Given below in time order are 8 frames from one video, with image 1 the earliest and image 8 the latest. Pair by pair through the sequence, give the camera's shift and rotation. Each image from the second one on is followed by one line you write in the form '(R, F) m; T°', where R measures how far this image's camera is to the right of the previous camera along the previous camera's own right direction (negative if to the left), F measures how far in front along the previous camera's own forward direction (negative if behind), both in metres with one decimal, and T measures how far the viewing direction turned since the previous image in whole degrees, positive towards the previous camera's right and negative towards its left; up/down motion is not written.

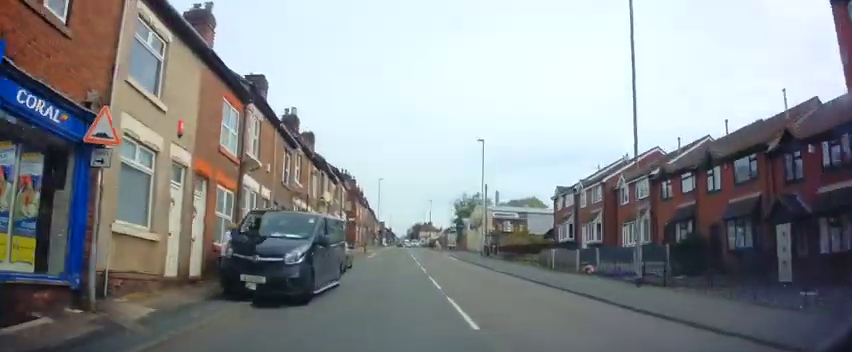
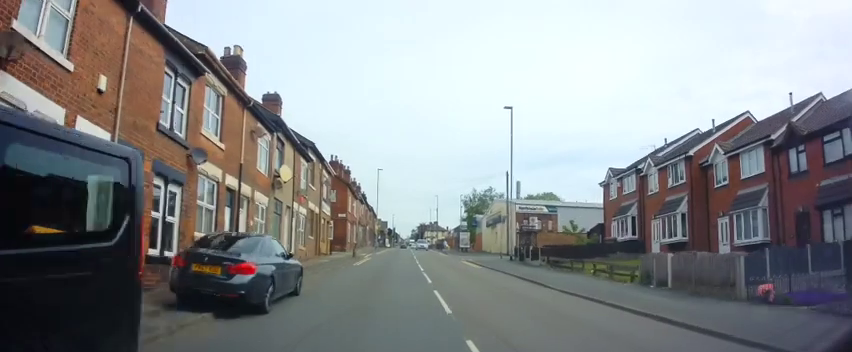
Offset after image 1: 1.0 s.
(0.0, +11.0) m; -1°
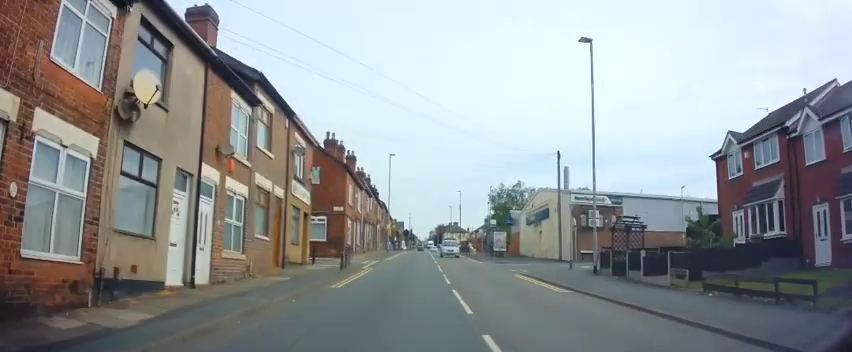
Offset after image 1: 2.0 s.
(-0.3, +12.1) m; -2°
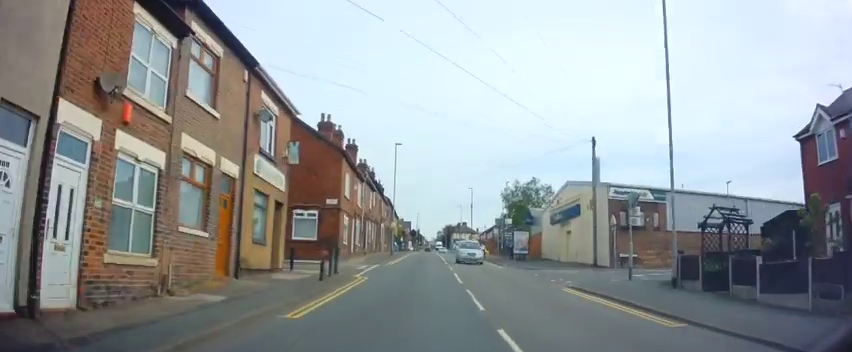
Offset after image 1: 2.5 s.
(-0.1, +5.7) m; -1°
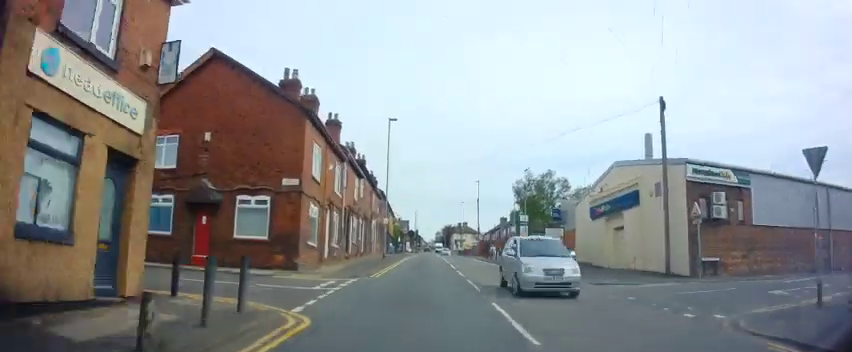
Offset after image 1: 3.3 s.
(0.0, +9.5) m; +1°
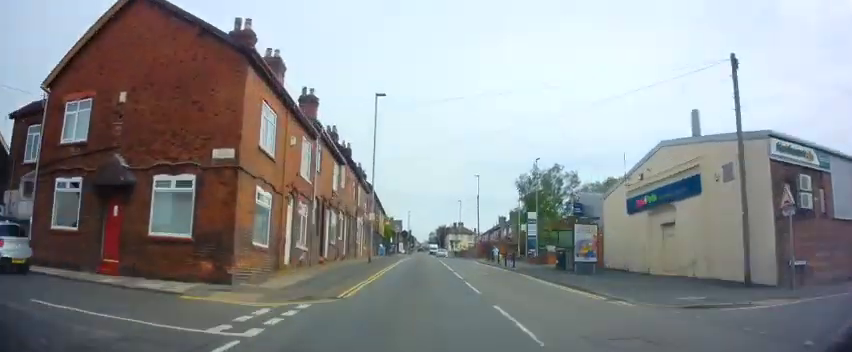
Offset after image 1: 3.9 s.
(+0.1, +6.3) m; +1°
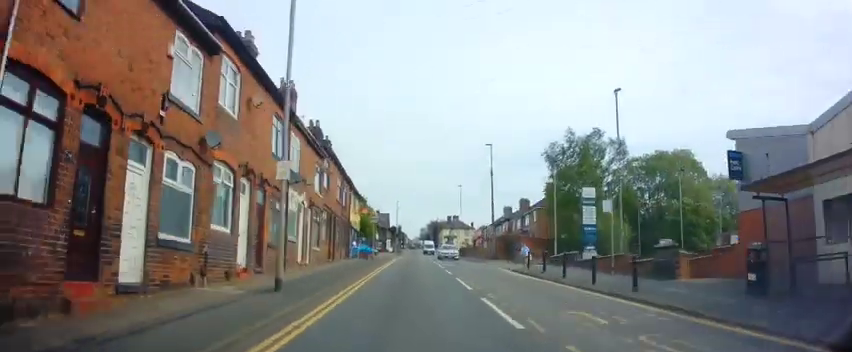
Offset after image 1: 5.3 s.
(+0.2, +17.1) m; 0°
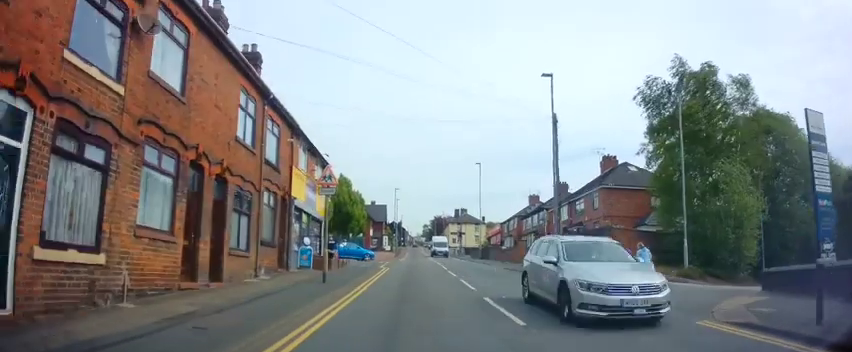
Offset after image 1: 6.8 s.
(-0.2, +18.5) m; 0°
